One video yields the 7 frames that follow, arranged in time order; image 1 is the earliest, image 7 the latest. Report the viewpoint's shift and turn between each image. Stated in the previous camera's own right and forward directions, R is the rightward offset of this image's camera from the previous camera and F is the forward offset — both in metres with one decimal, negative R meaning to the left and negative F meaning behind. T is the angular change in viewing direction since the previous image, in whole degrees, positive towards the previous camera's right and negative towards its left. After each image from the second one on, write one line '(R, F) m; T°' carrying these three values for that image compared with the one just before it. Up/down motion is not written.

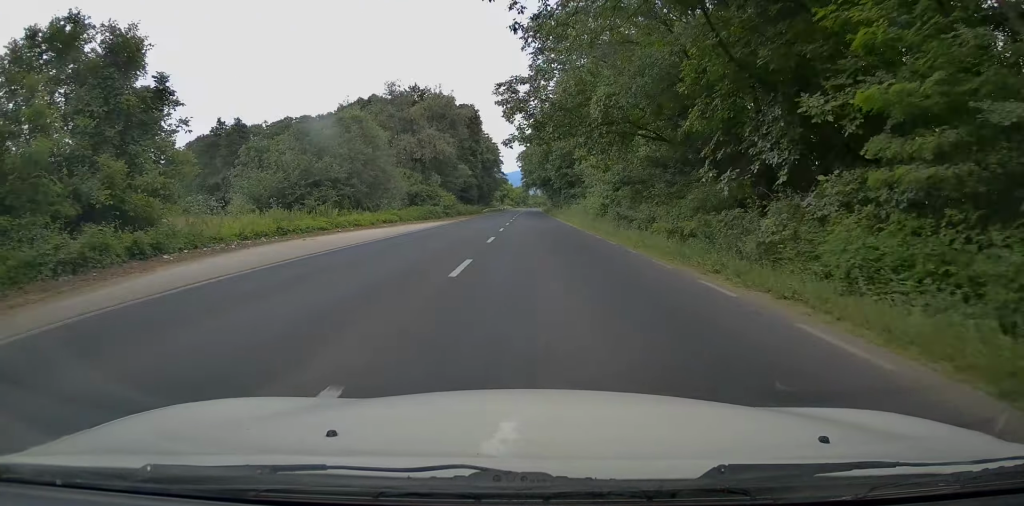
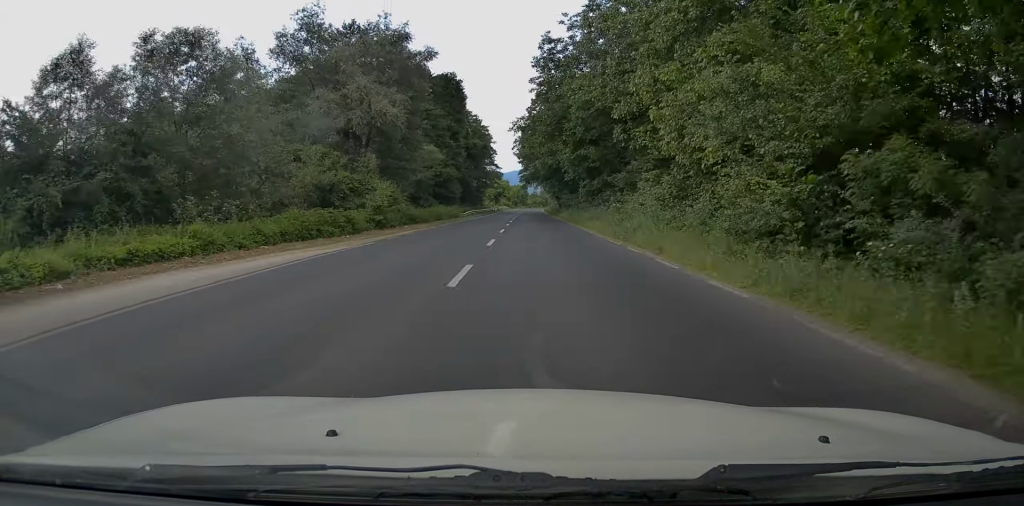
(-0.1, +27.9) m; 0°
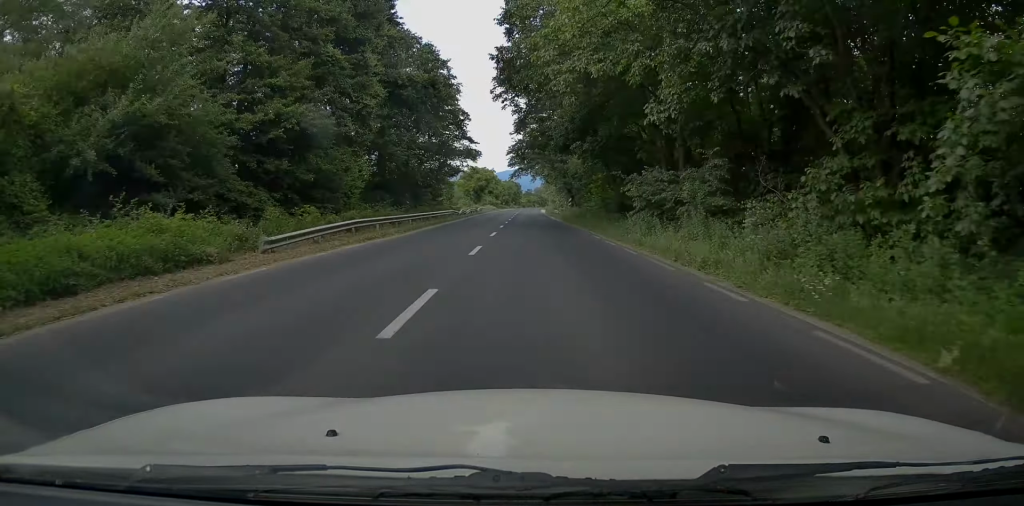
(+0.3, +47.9) m; +1°
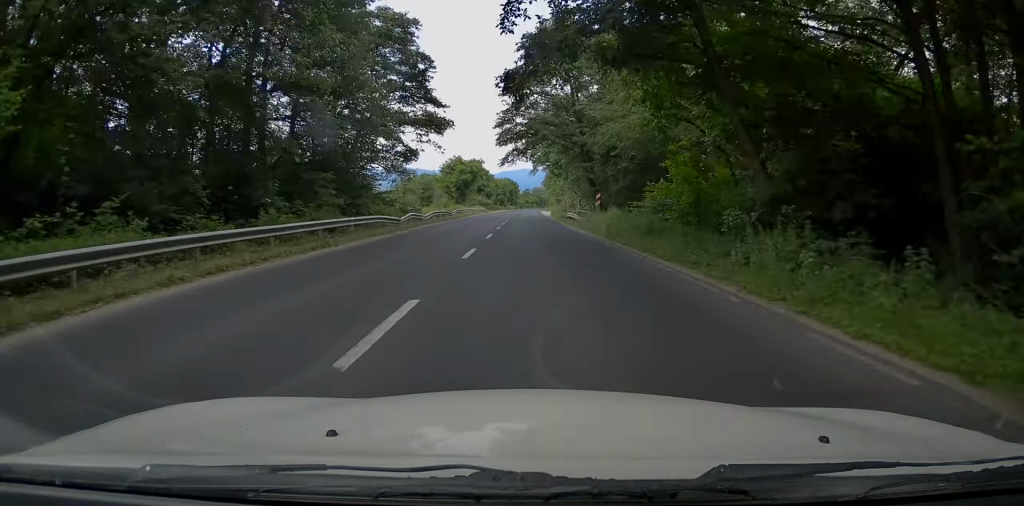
(0.0, +27.7) m; 0°
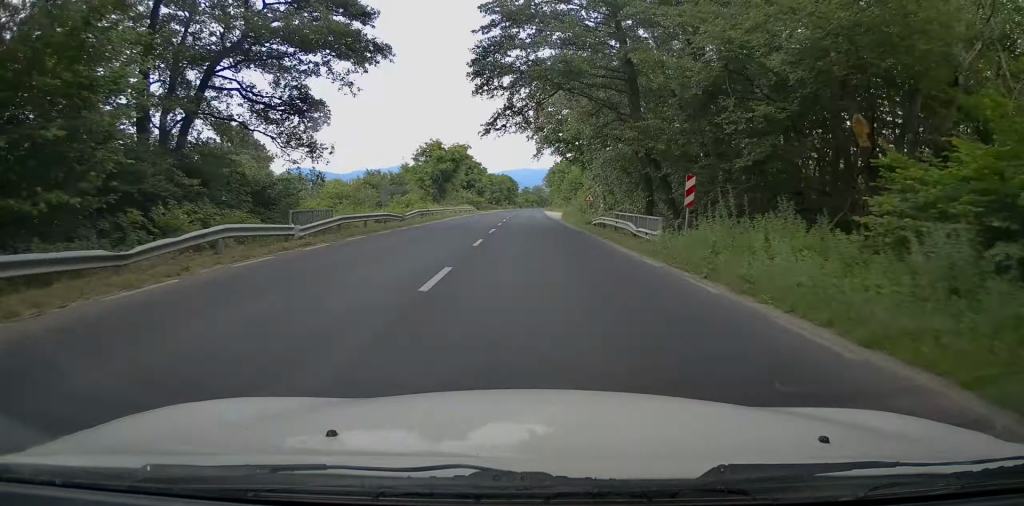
(+0.2, +23.0) m; 0°
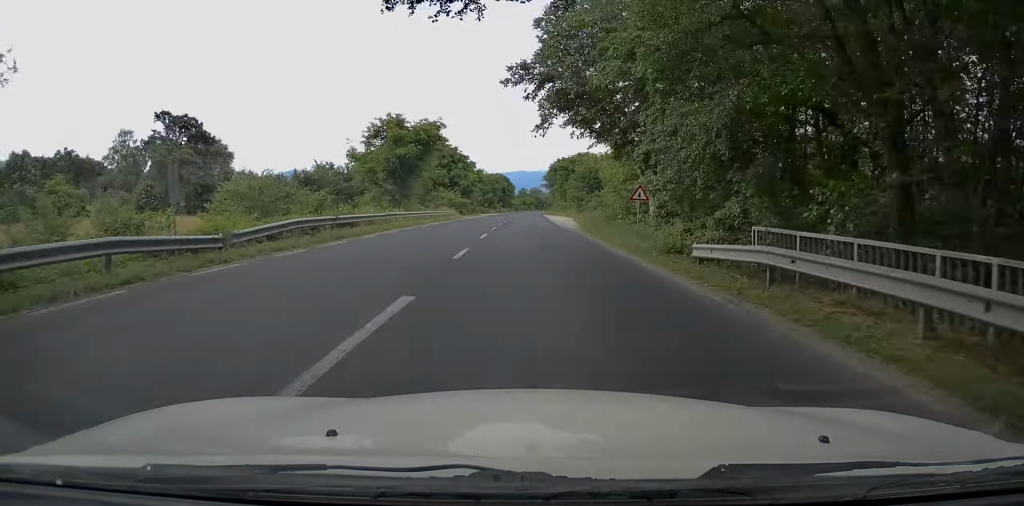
(-0.1, +20.9) m; 0°
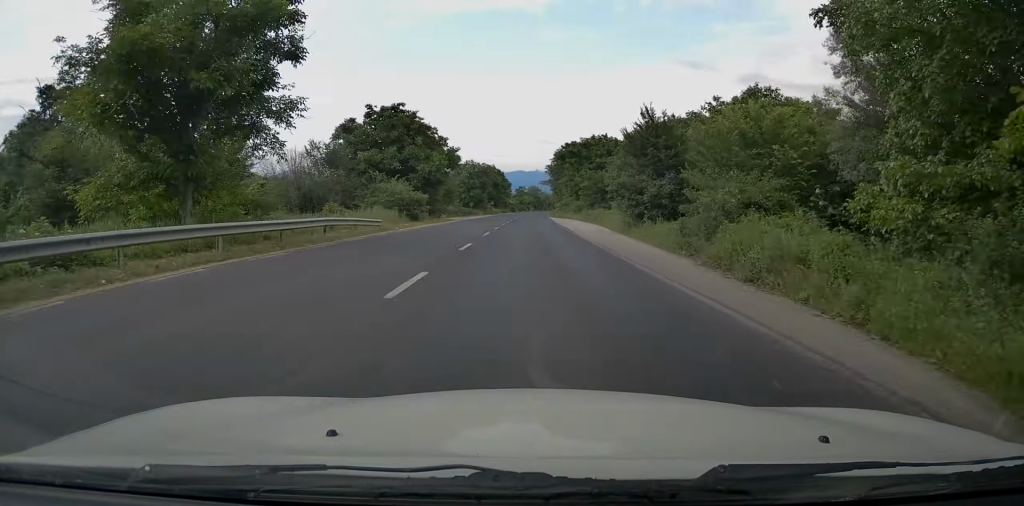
(+0.2, +32.5) m; 0°
